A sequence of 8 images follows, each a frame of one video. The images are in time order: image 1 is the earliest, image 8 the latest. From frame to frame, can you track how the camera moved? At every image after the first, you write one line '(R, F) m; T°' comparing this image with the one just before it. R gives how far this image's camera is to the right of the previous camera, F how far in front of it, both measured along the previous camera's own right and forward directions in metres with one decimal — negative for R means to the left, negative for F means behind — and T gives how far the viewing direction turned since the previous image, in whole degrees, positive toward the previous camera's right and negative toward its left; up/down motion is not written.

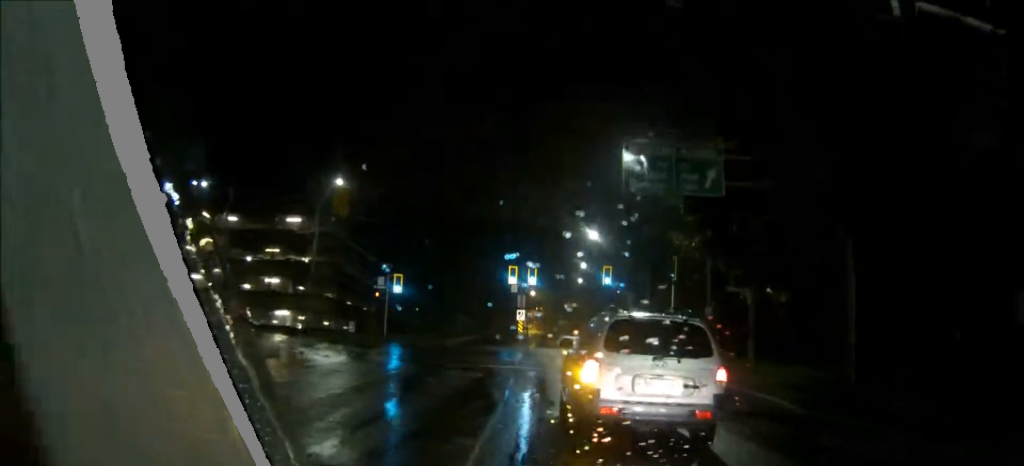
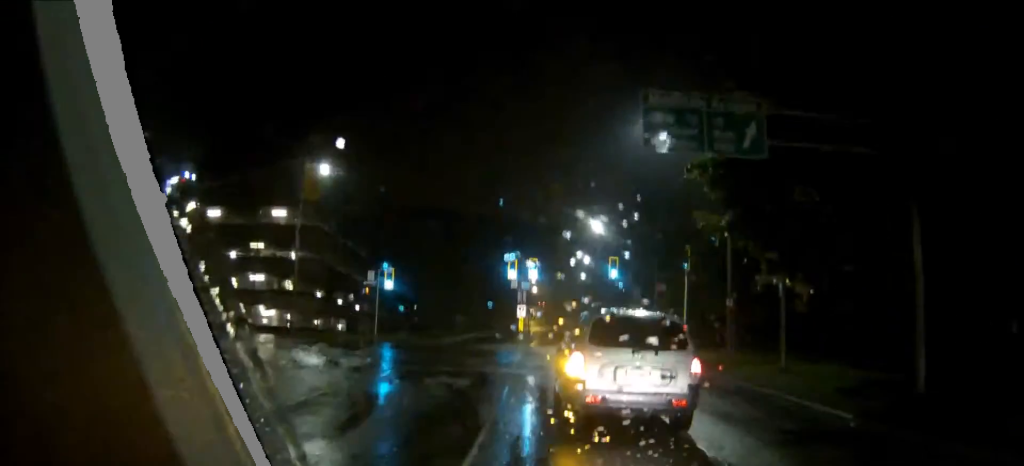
(0.0, +3.2) m; 0°
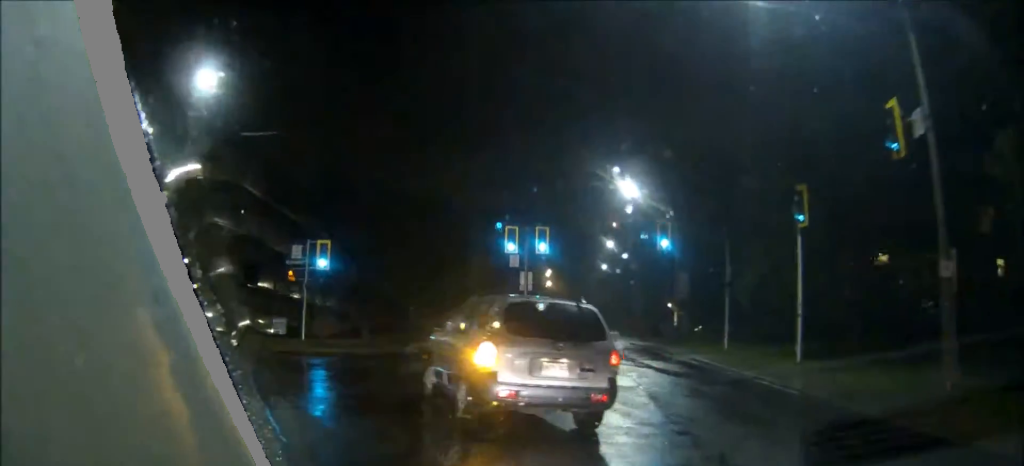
(-0.1, +15.5) m; -4°
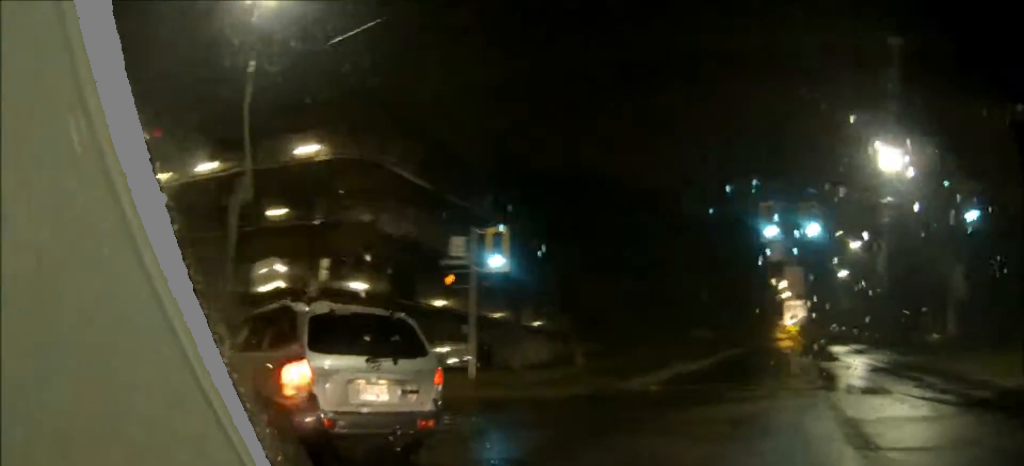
(-1.9, +11.2) m; -22°
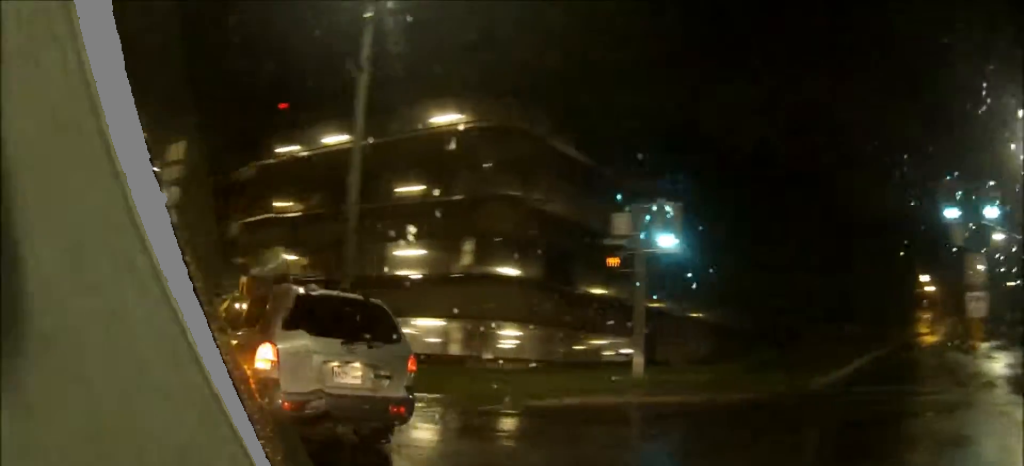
(-0.3, +3.4) m; -11°
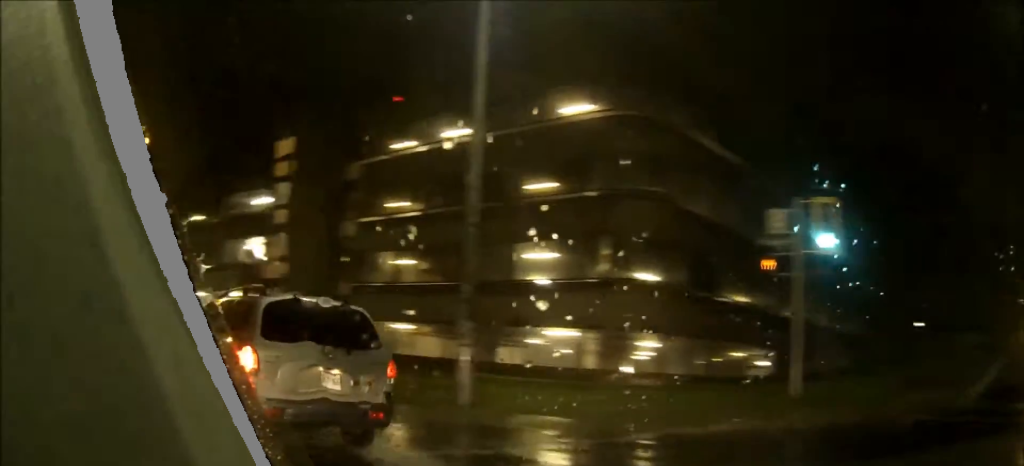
(-0.1, +2.6) m; -9°
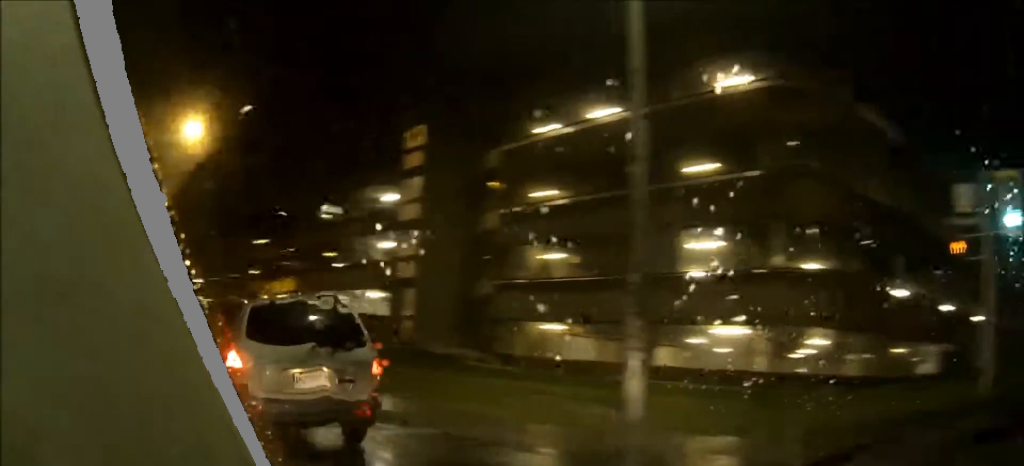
(-0.3, +2.7) m; -8°
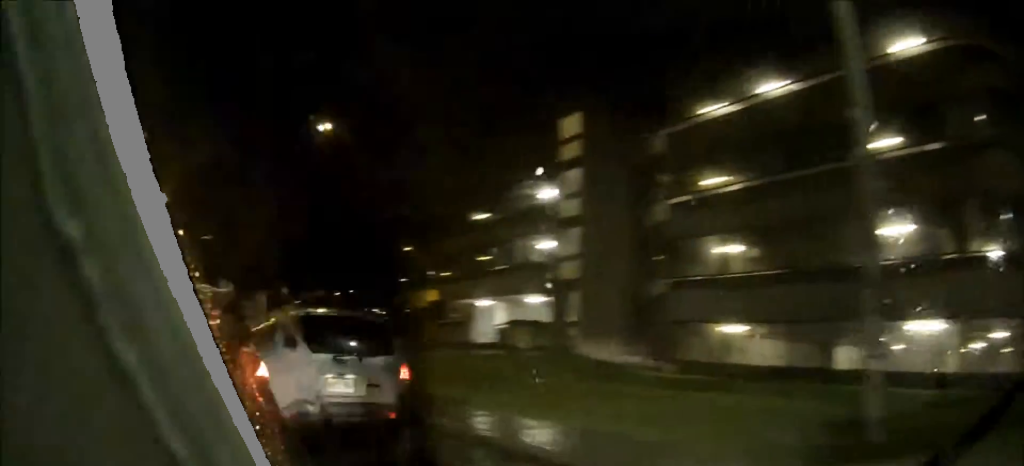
(-0.4, +2.9) m; -8°
